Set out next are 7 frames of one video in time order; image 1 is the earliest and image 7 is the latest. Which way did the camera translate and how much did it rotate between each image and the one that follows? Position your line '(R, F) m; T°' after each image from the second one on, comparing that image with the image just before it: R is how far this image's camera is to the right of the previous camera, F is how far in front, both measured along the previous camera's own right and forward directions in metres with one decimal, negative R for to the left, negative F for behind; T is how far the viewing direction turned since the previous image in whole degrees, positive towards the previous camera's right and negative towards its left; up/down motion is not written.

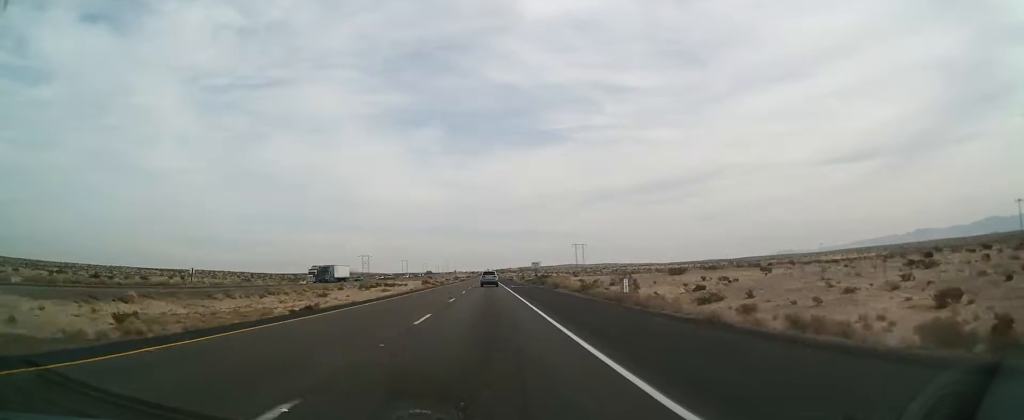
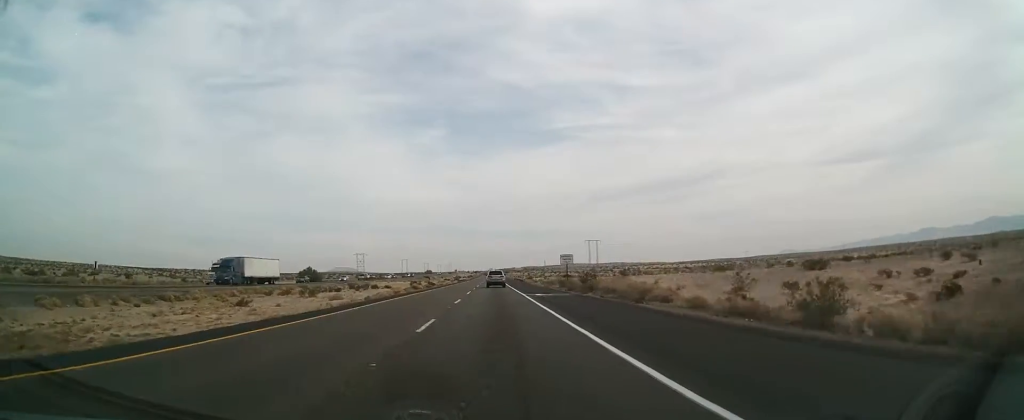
(+0.3, +31.4) m; 0°
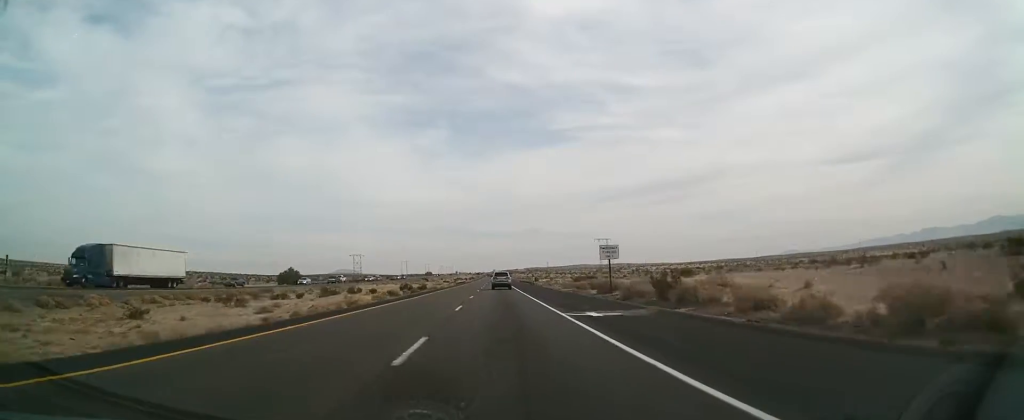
(-0.2, +19.5) m; -1°
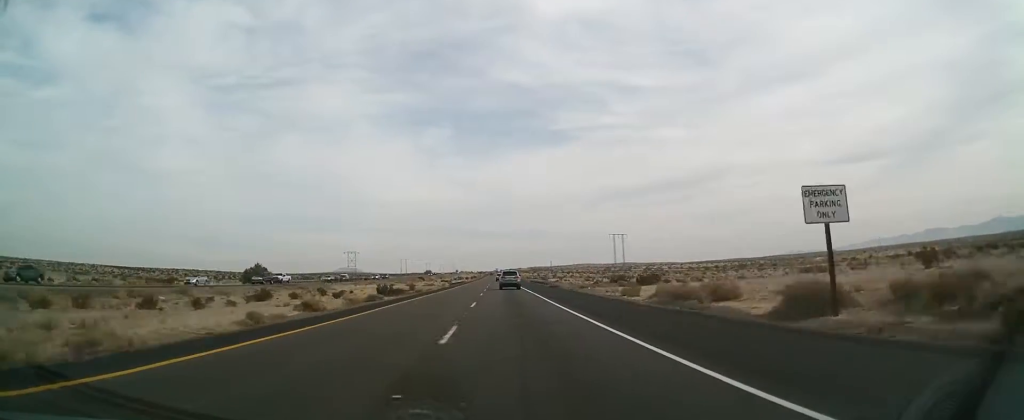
(-0.3, +26.1) m; -1°
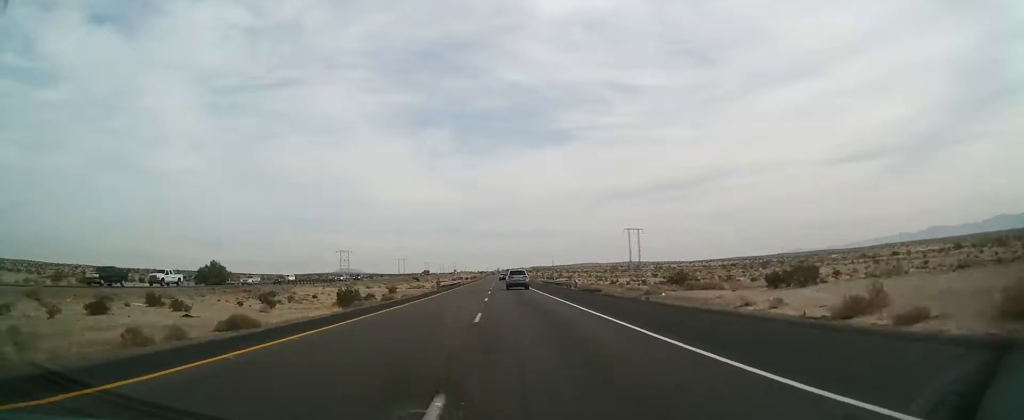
(-0.2, +24.0) m; 0°
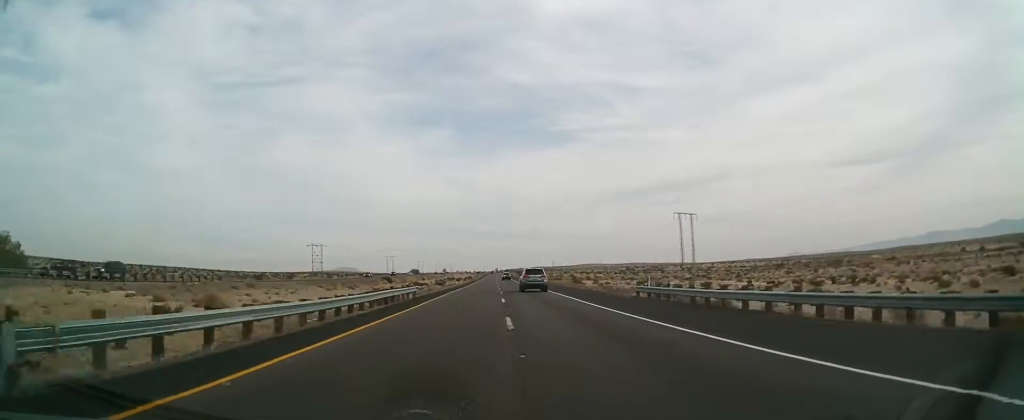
(+0.4, +59.9) m; 0°
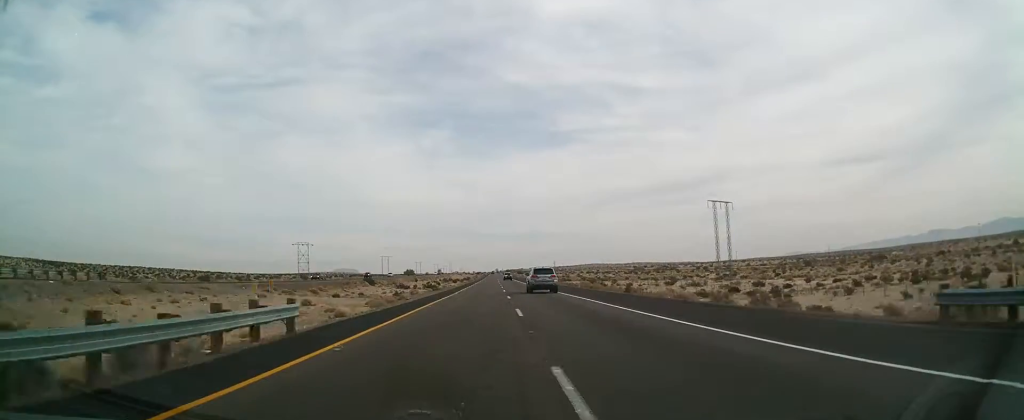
(-0.2, +25.2) m; 0°
